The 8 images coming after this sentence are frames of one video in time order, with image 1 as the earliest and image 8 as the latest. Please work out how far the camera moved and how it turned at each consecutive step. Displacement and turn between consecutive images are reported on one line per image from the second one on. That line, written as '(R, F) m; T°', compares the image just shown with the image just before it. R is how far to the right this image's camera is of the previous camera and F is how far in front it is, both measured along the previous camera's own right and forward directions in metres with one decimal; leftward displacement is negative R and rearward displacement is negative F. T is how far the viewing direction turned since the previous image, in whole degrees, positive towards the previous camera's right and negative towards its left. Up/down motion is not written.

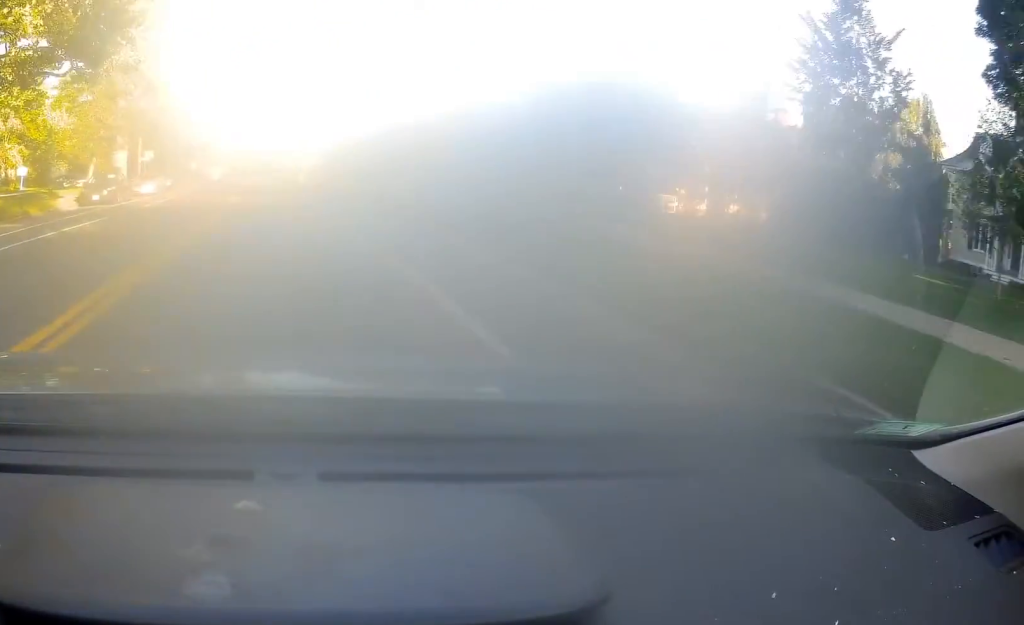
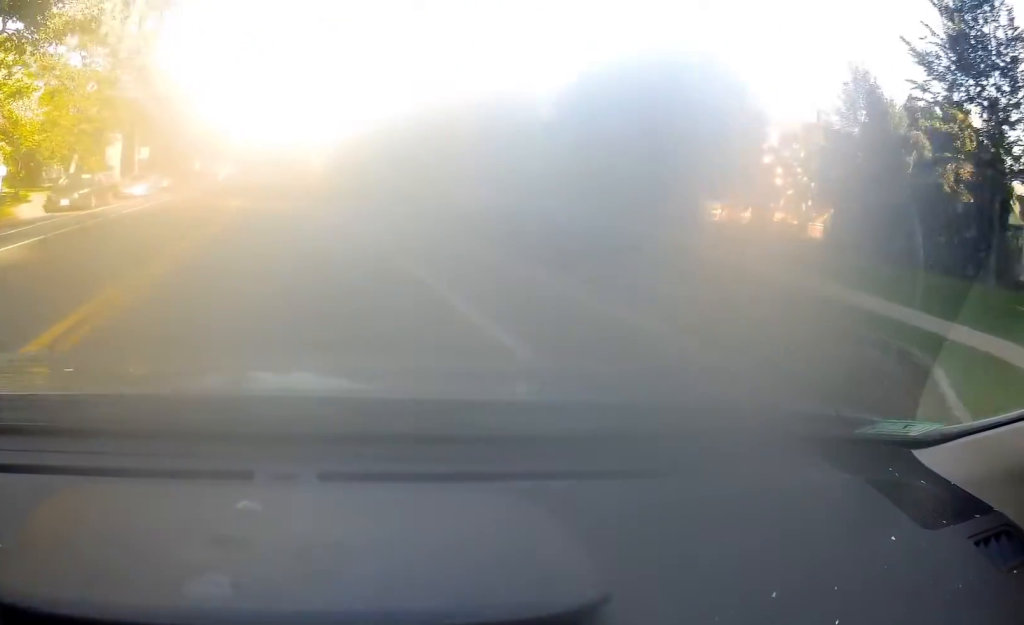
(-0.1, +5.8) m; -1°
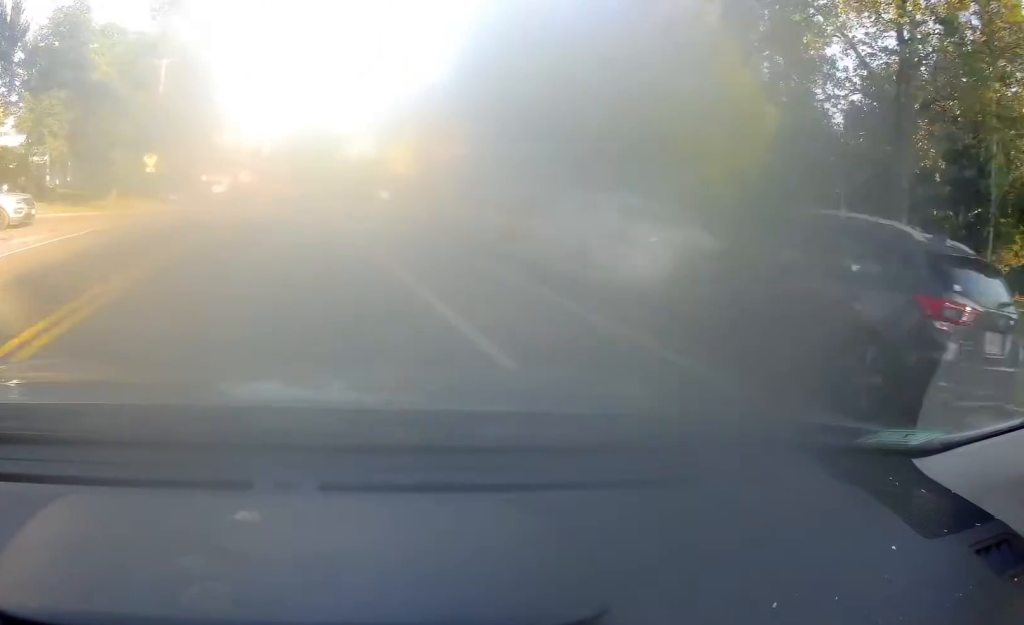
(-1.2, +43.0) m; -4°
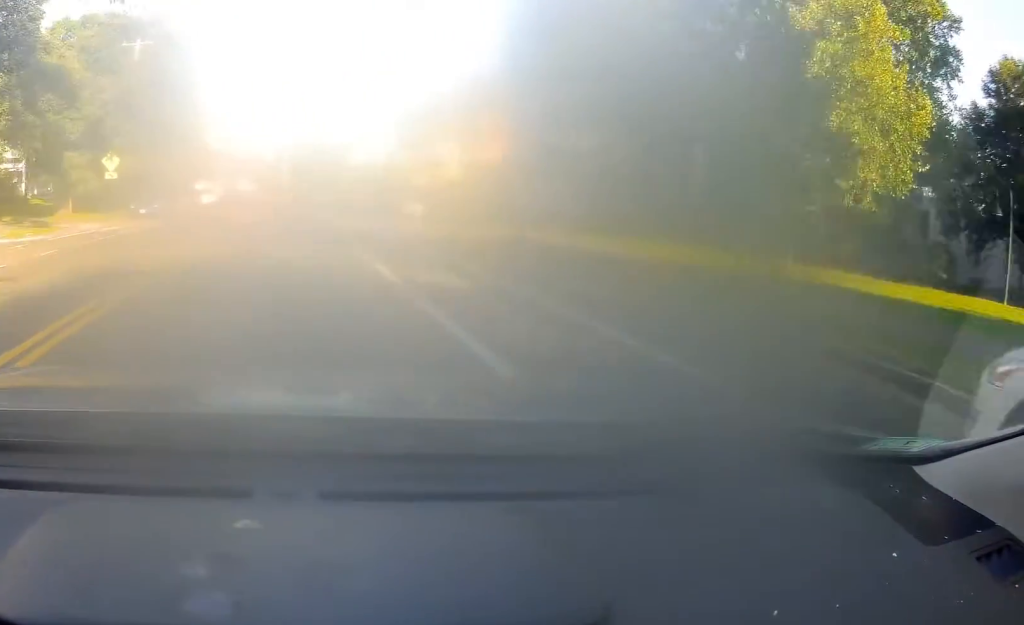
(-0.3, +9.7) m; 0°
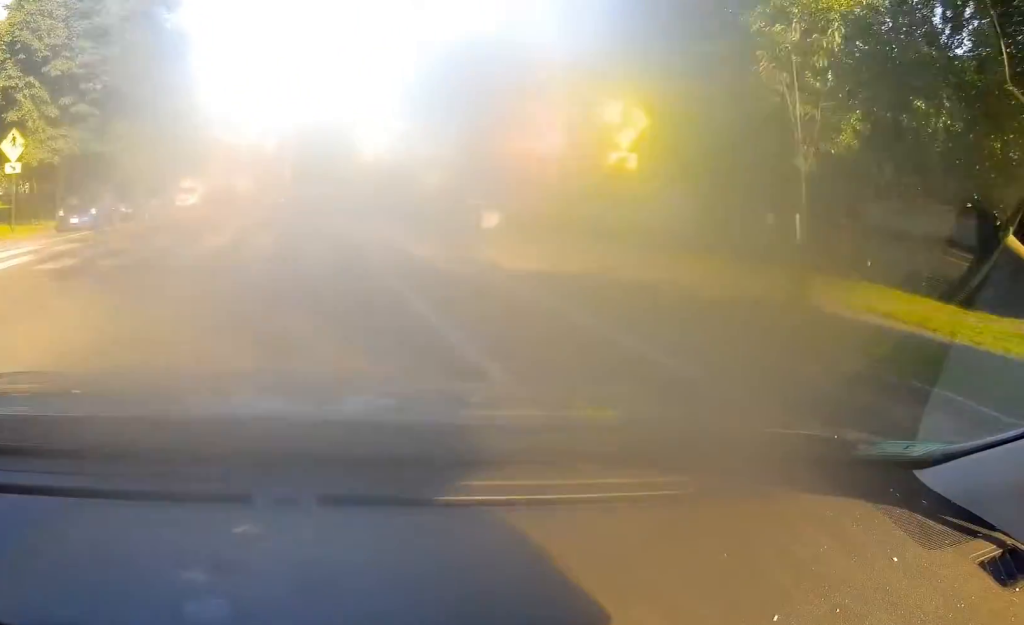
(+0.4, +12.5) m; +2°
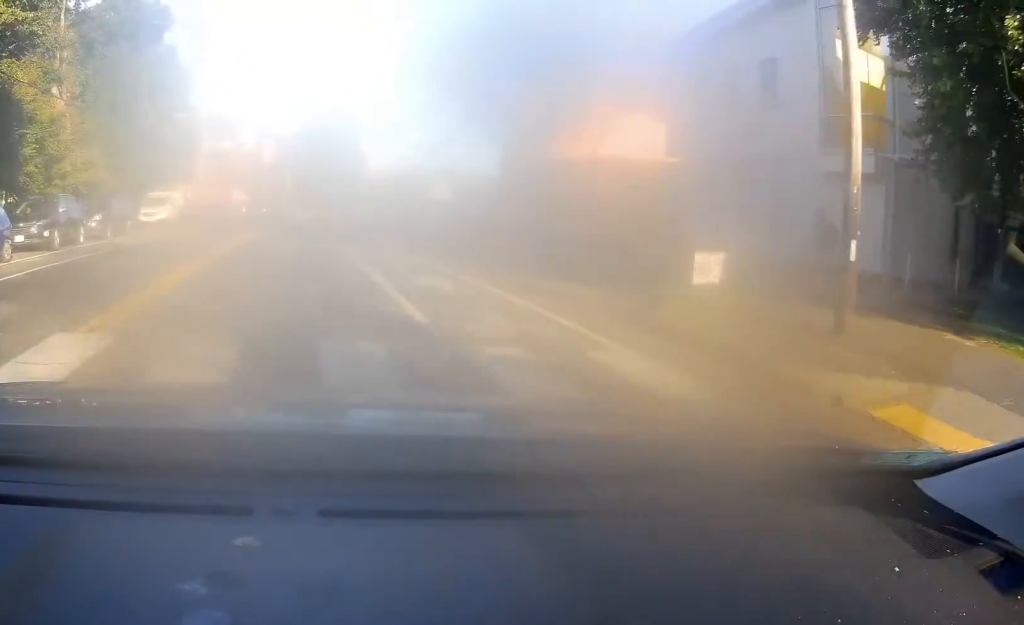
(+0.2, +10.7) m; -1°
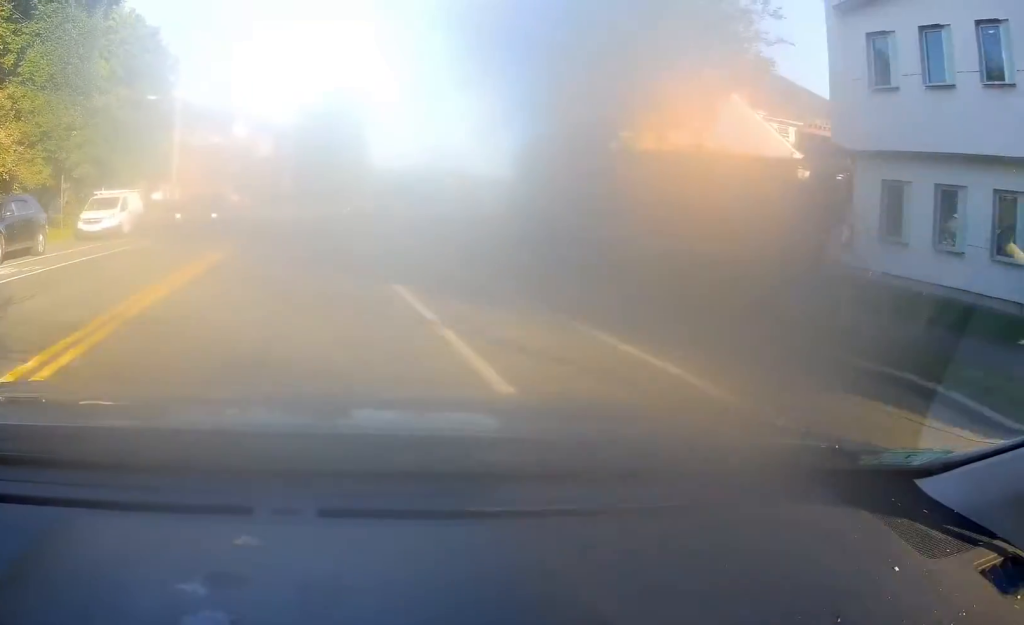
(-0.1, +10.5) m; -1°
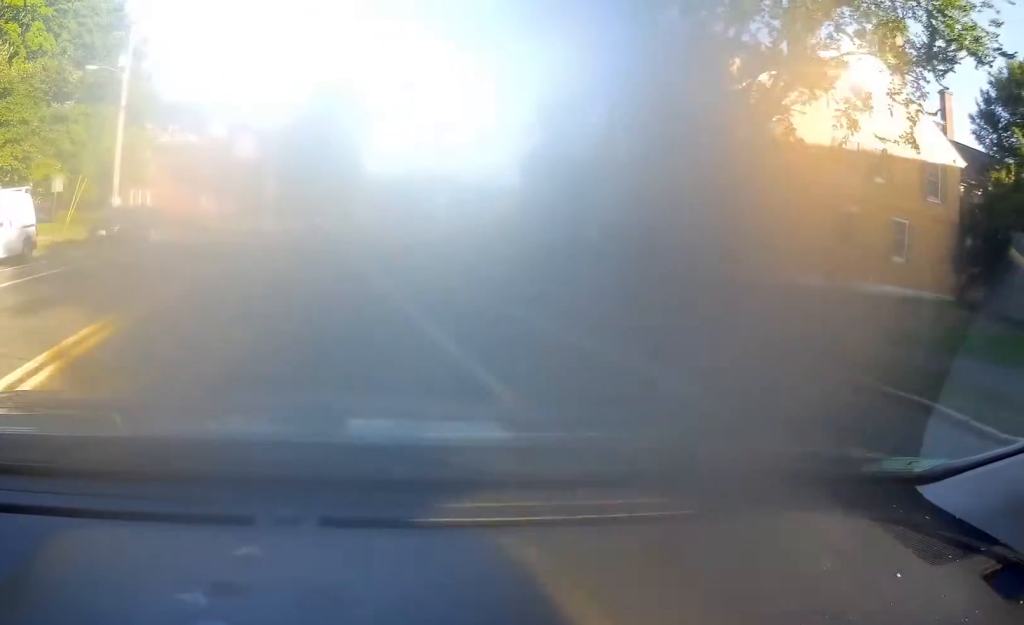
(-0.1, +12.0) m; +1°
